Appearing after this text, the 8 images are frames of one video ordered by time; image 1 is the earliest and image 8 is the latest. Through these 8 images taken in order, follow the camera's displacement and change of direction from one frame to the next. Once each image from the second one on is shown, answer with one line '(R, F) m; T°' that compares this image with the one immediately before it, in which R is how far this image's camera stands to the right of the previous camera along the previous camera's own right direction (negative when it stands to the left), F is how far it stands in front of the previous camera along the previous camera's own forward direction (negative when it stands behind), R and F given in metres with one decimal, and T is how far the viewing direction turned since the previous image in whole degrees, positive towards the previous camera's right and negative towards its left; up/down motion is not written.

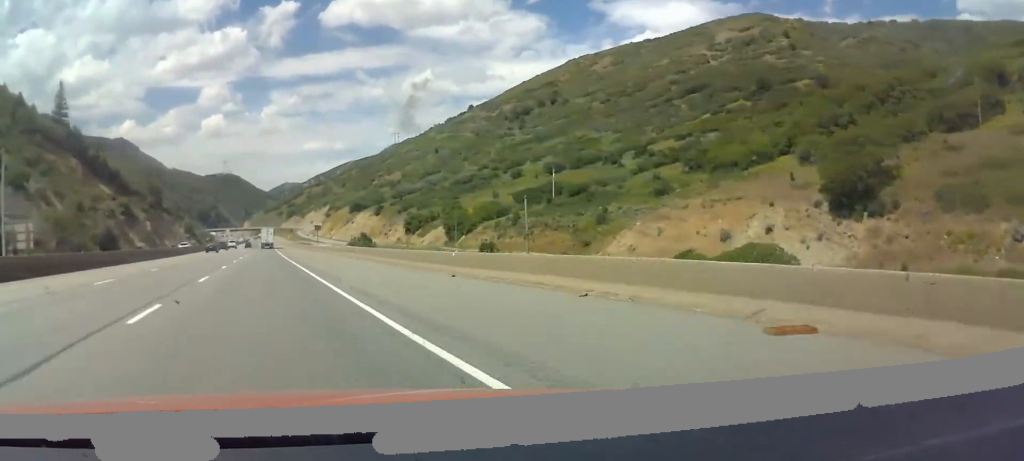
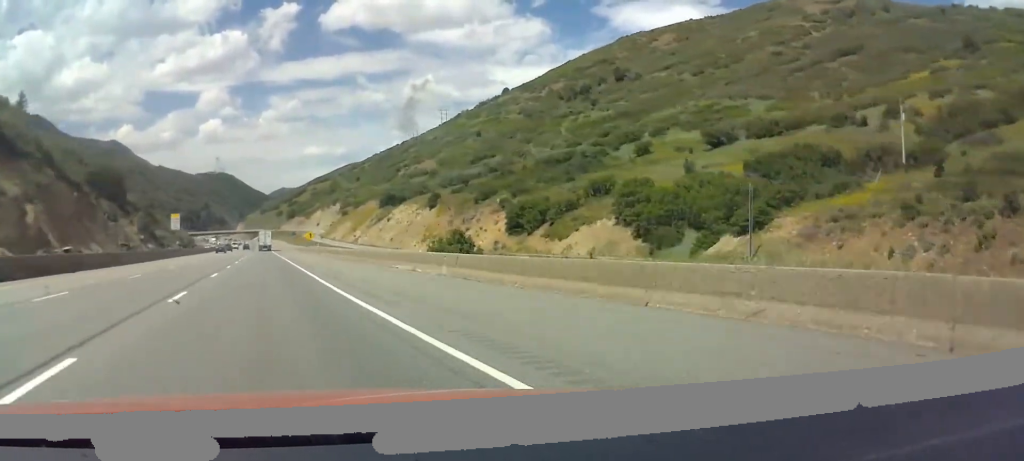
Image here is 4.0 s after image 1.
(+0.1, +115.3) m; 0°
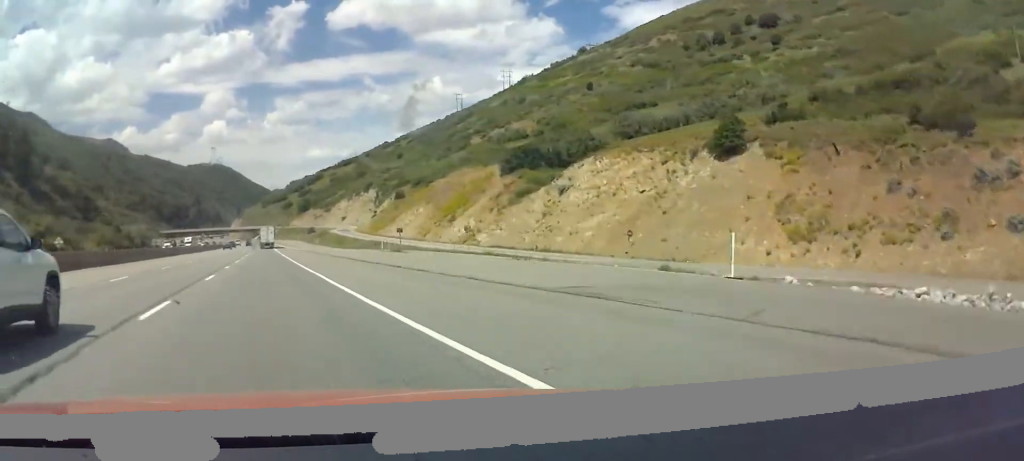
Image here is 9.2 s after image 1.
(-0.2, +151.6) m; 0°
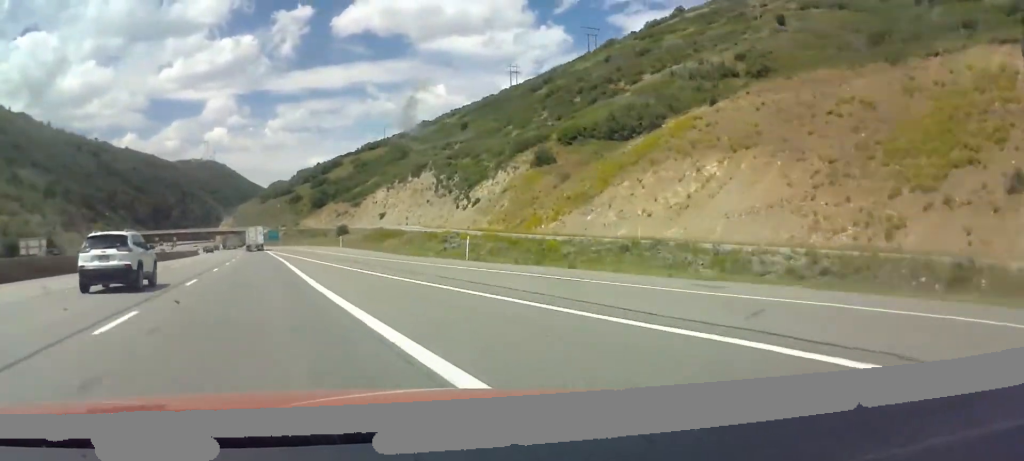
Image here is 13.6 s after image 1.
(-0.4, +124.1) m; -1°
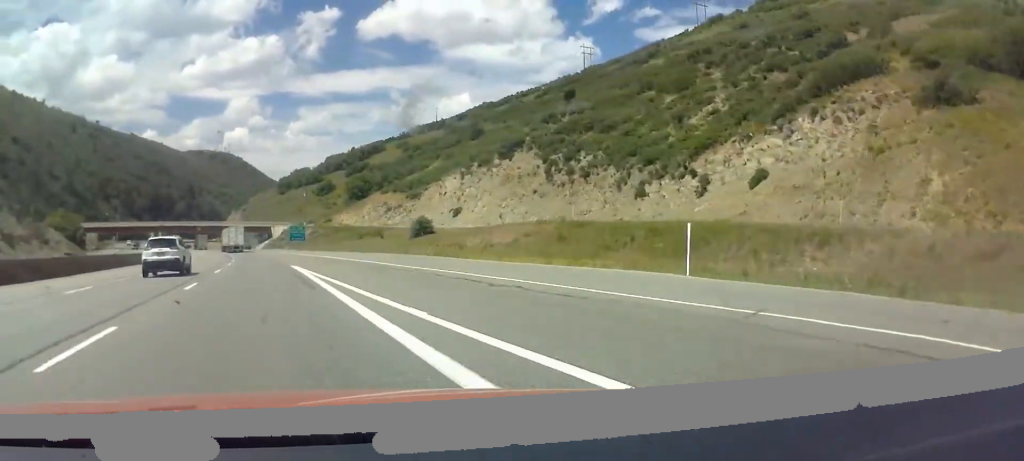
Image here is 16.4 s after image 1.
(-0.2, +76.3) m; -2°
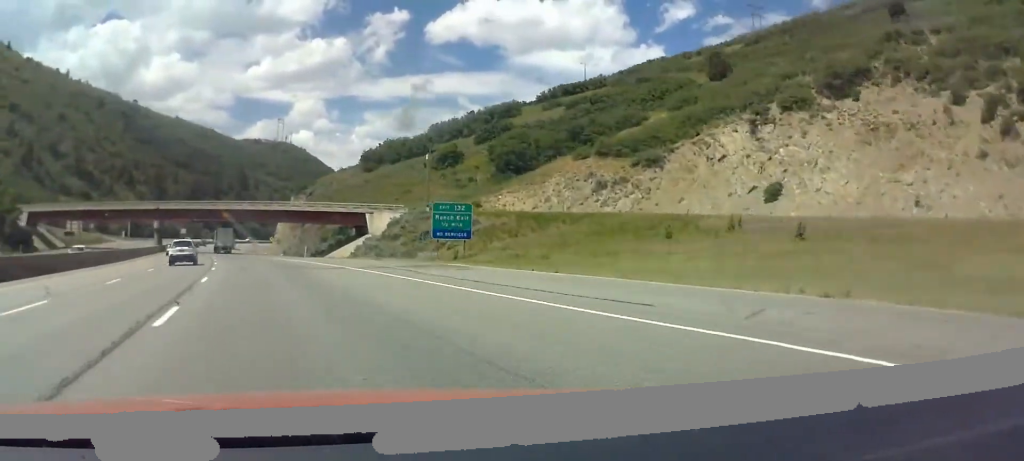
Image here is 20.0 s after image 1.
(-2.5, +95.0) m; -4°
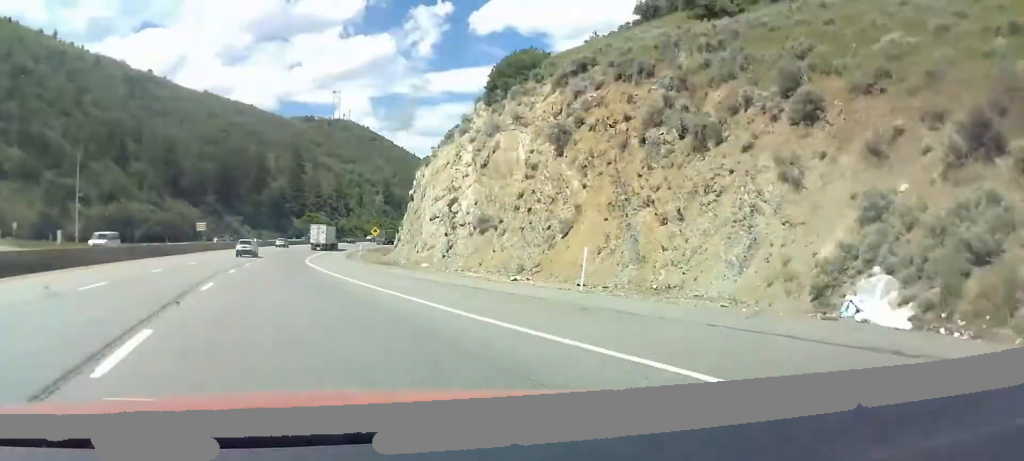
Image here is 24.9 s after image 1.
(-3.8, +126.2) m; +2°
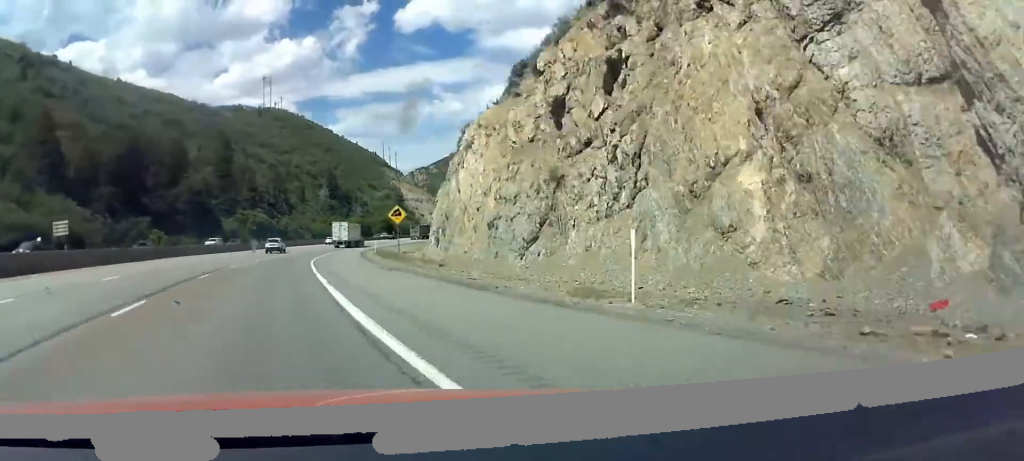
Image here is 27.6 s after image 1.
(-0.1, +67.5) m; +5°
